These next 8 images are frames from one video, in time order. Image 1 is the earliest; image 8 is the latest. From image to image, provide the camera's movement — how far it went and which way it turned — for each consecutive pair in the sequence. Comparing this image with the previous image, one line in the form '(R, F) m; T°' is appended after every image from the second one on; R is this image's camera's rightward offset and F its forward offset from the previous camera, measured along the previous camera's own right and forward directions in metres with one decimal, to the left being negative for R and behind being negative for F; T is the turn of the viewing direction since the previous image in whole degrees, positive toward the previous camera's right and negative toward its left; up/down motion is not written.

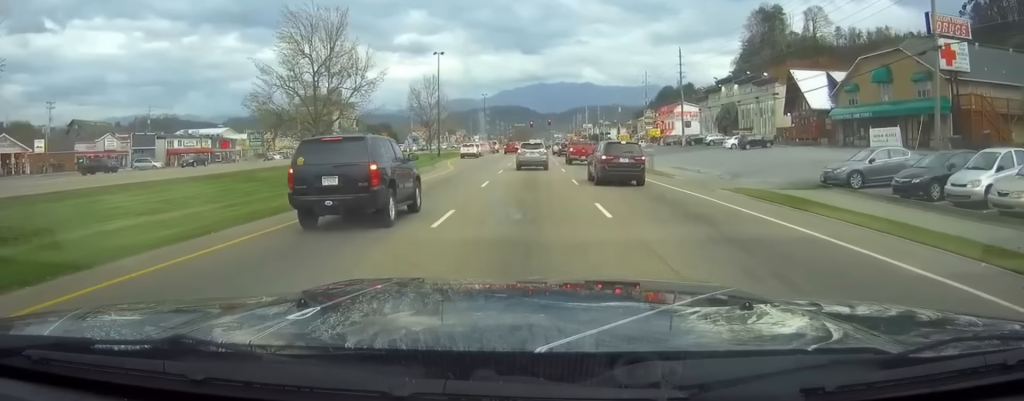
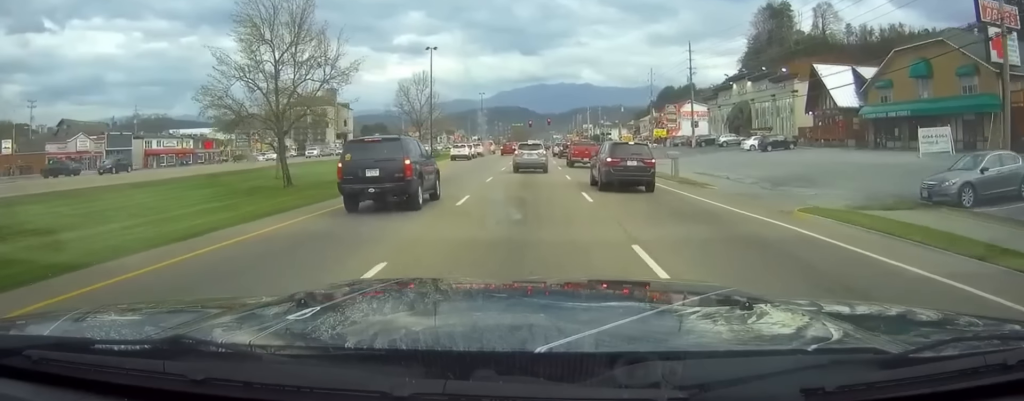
(0.0, +7.2) m; 0°
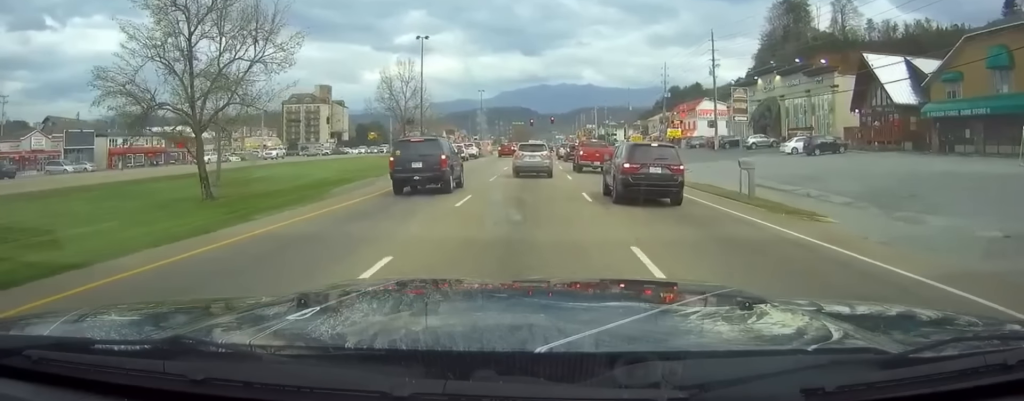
(0.0, +11.3) m; 0°
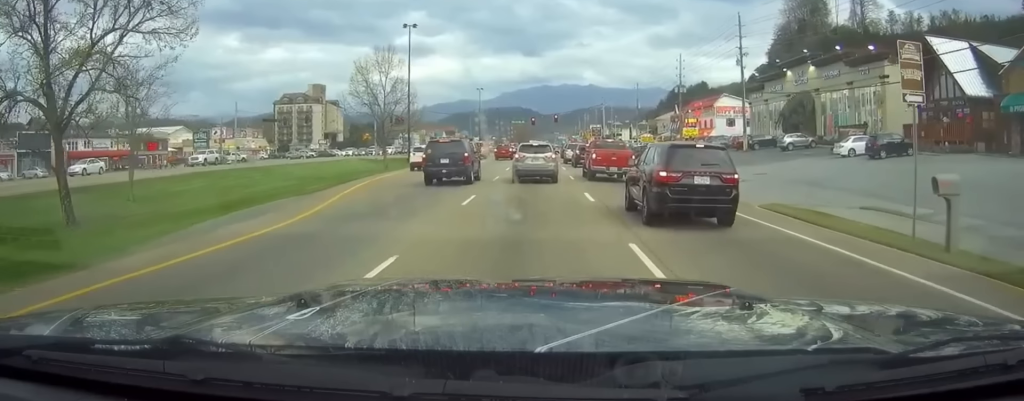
(0.0, +11.2) m; 0°
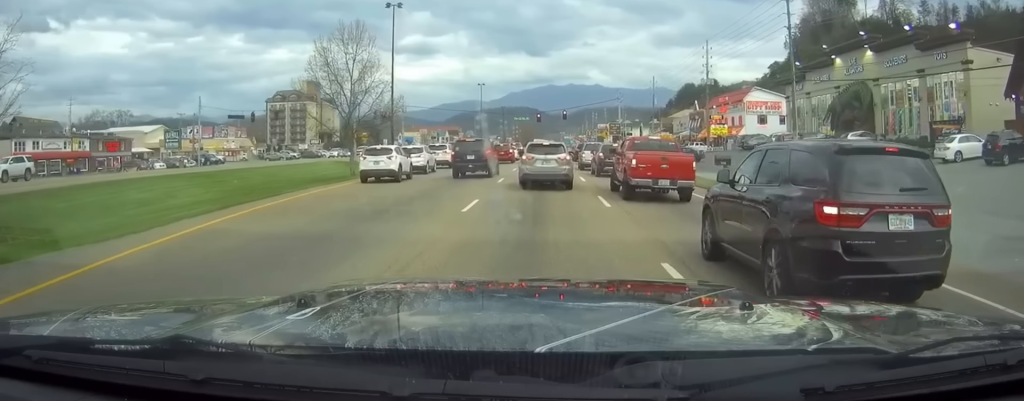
(-0.1, +13.5) m; 0°
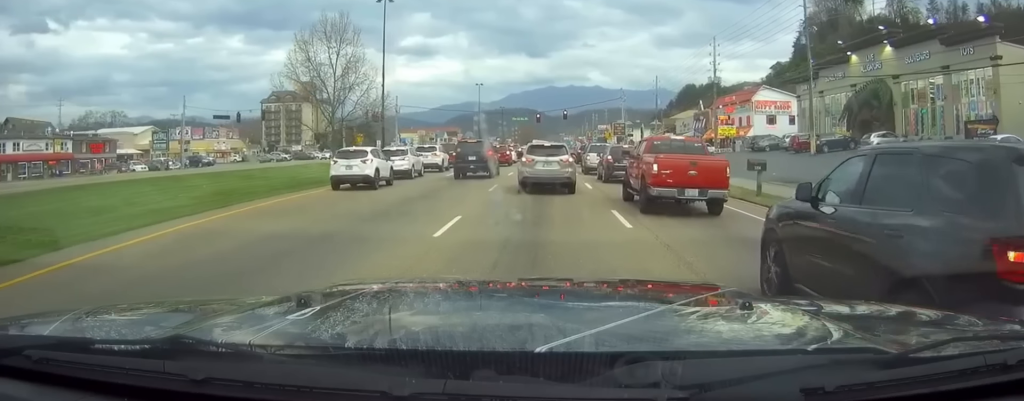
(0.0, +4.3) m; +1°
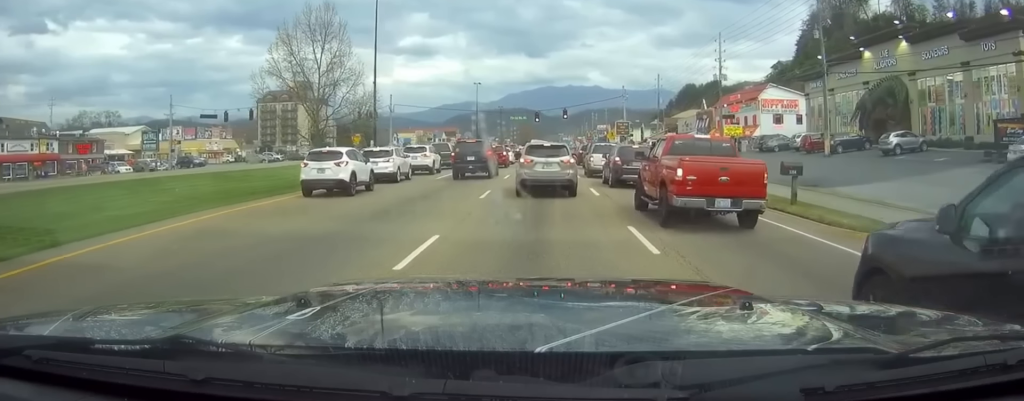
(0.0, +3.3) m; +1°
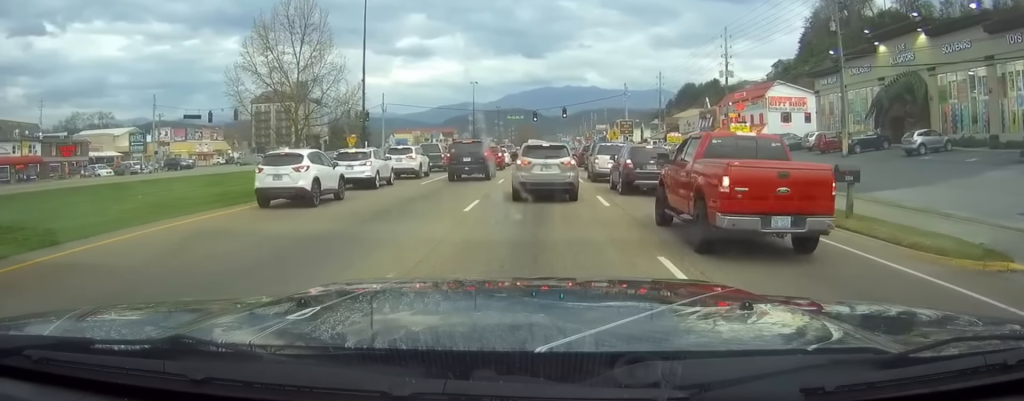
(0.0, +3.6) m; 0°
